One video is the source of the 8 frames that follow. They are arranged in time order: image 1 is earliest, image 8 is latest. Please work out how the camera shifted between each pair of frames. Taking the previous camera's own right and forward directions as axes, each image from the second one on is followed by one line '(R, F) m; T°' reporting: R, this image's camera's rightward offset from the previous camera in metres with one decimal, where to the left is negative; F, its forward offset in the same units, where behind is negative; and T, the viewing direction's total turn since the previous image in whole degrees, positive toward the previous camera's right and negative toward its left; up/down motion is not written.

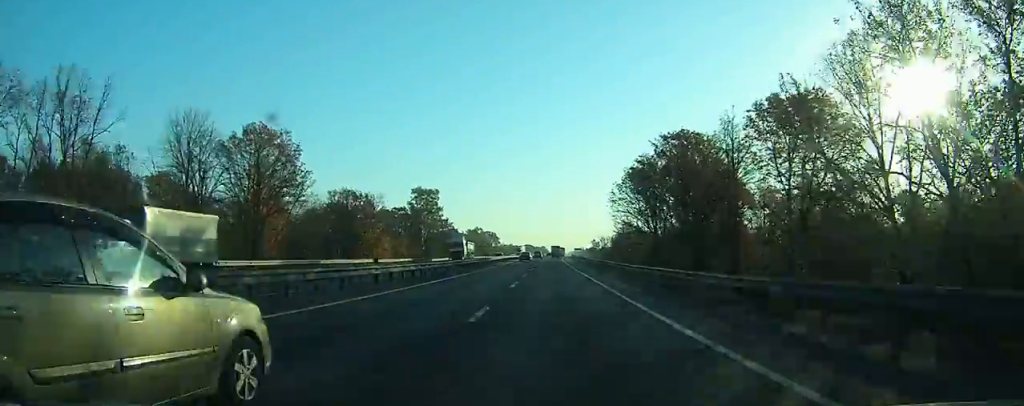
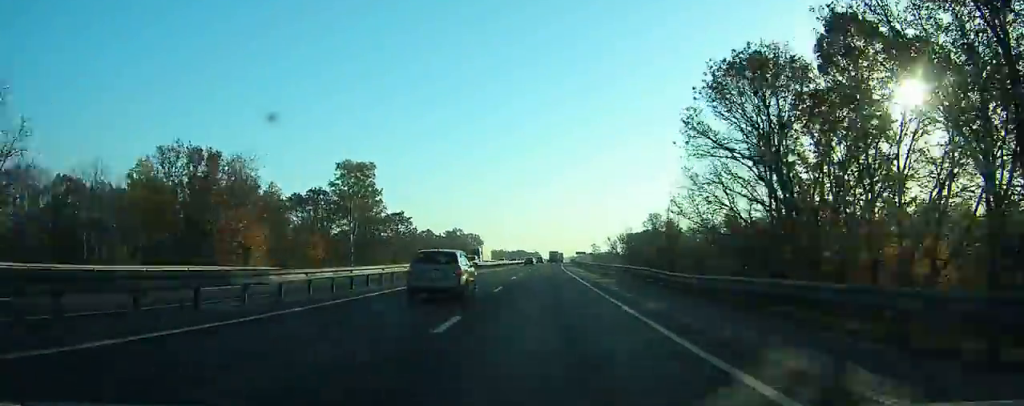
(-0.1, +49.6) m; 0°
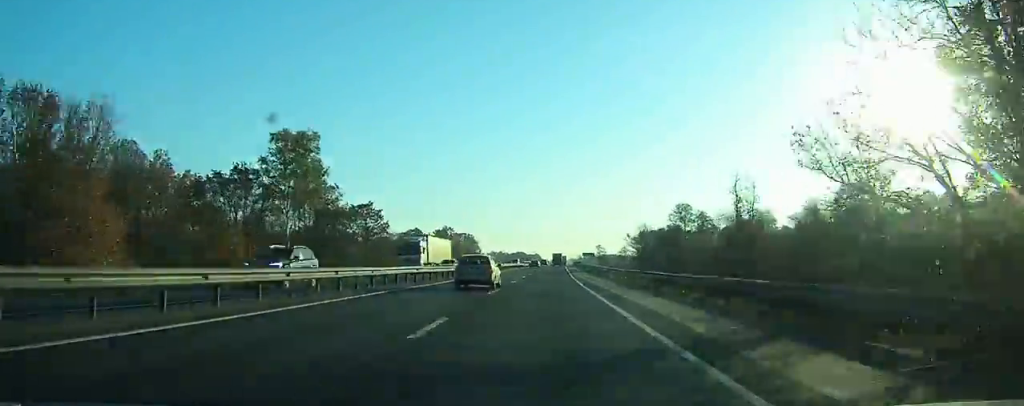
(+0.1, +24.9) m; 0°
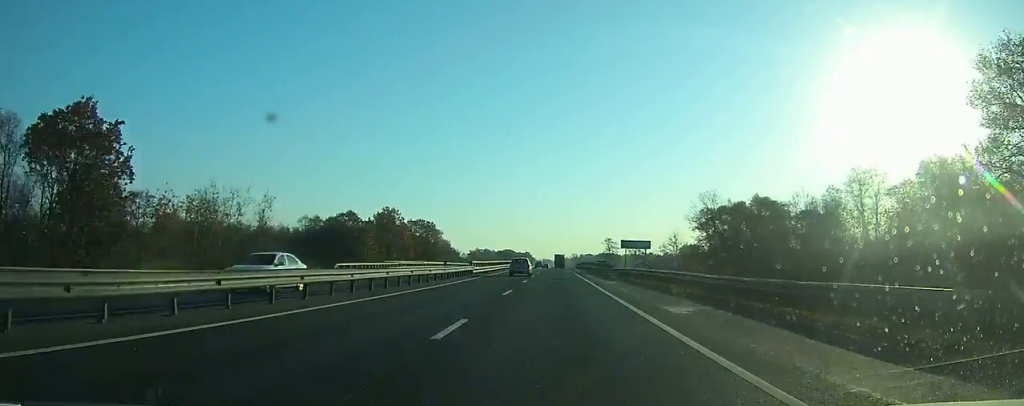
(+0.1, +71.8) m; 0°
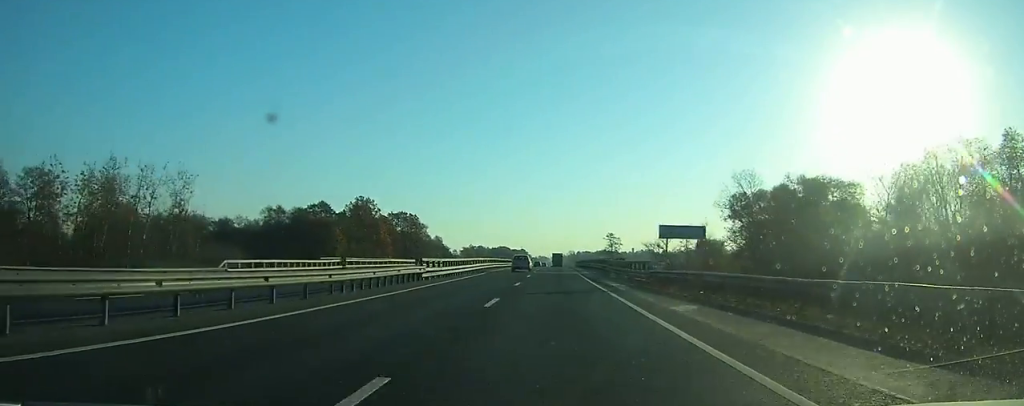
(0.0, +17.9) m; 0°
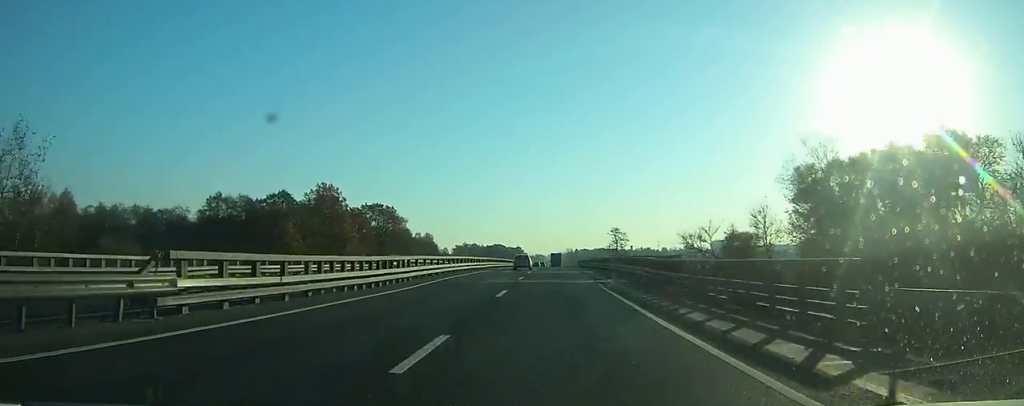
(0.0, +20.6) m; 0°
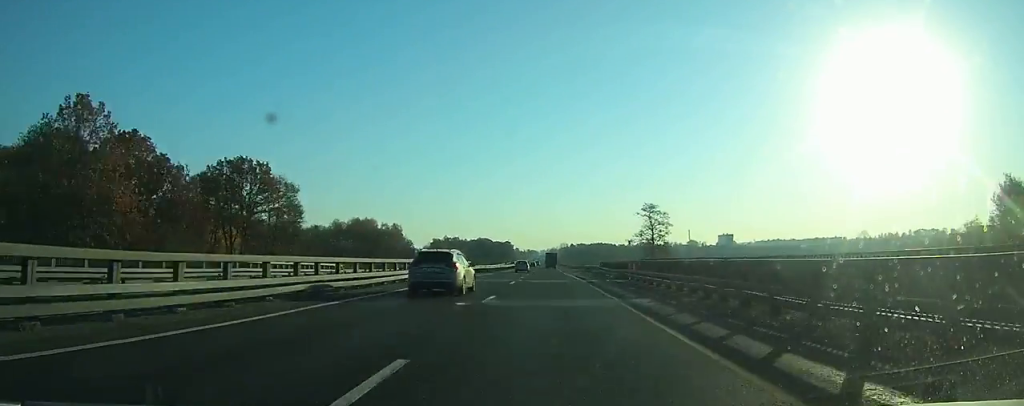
(+0.5, +62.8) m; +1°
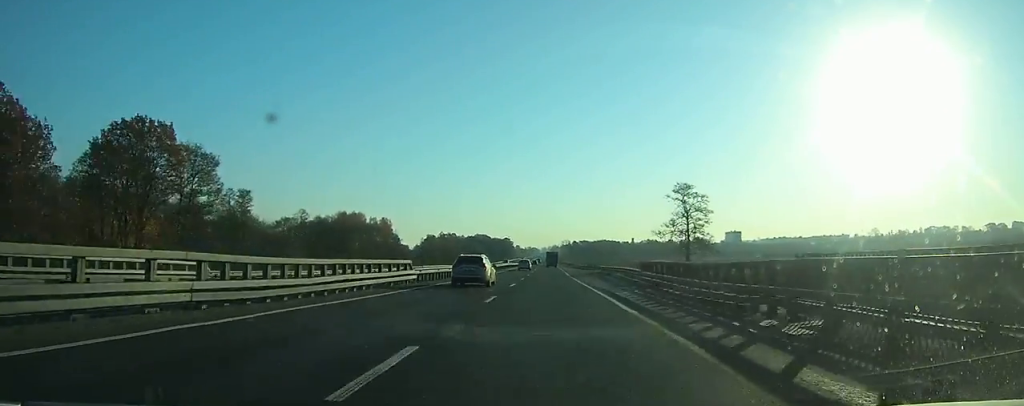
(0.0, +23.3) m; 0°
